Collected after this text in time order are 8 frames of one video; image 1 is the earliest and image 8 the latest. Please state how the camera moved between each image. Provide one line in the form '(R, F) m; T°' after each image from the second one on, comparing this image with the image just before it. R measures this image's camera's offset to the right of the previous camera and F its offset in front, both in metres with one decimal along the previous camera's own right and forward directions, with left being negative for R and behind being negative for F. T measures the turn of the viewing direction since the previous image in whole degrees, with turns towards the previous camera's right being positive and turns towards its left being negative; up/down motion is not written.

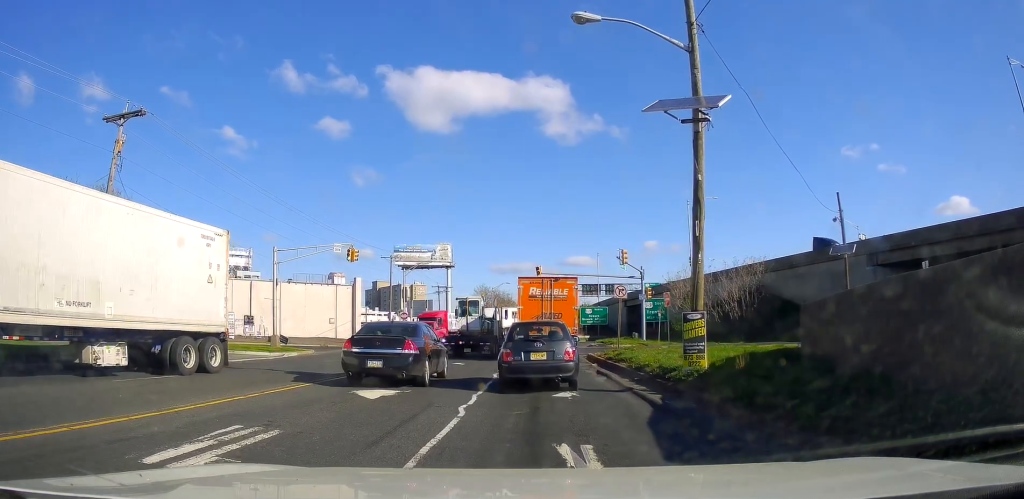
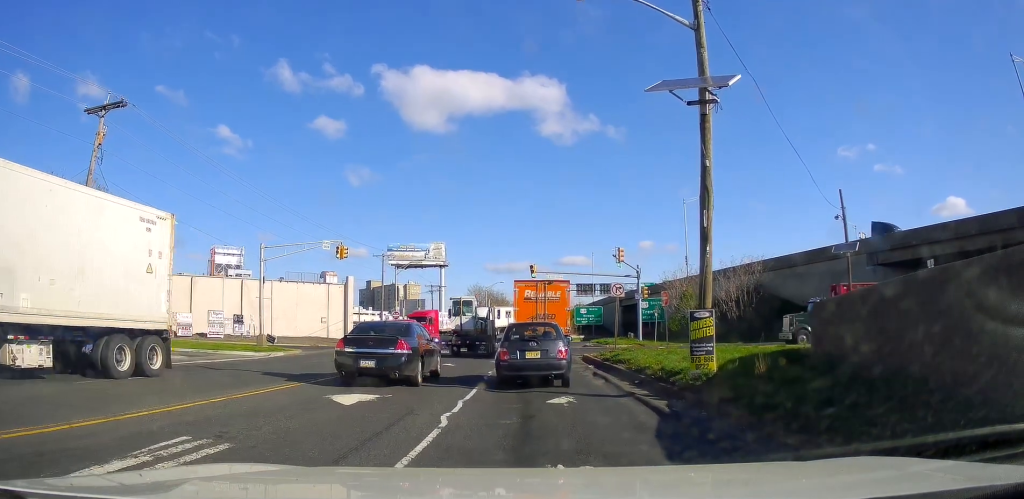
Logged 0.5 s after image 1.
(-0.1, +1.0) m; -1°
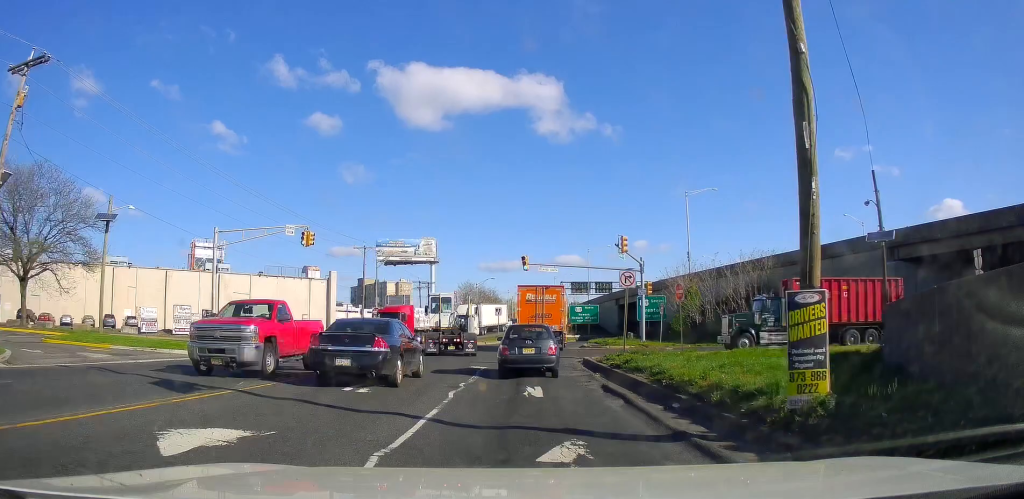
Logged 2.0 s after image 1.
(+0.2, +4.7) m; 0°
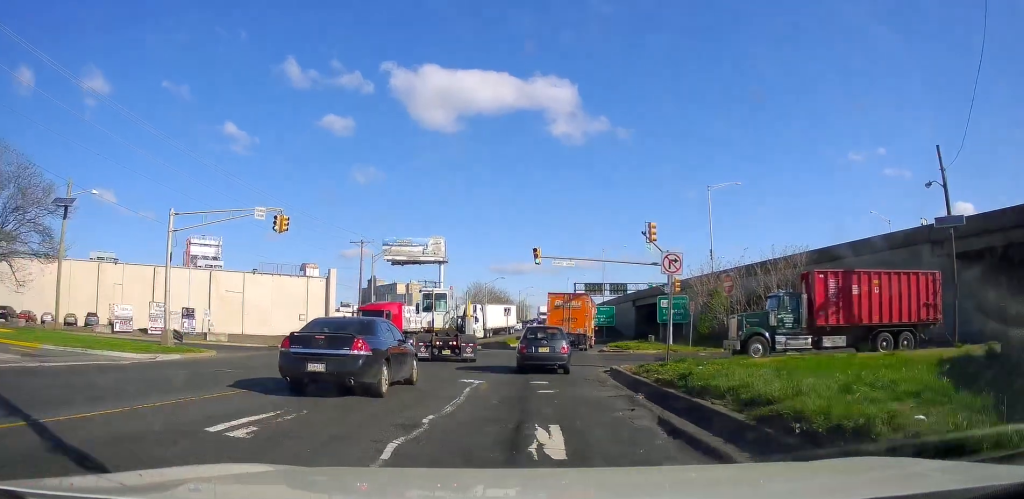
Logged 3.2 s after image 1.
(-0.2, +5.1) m; -4°
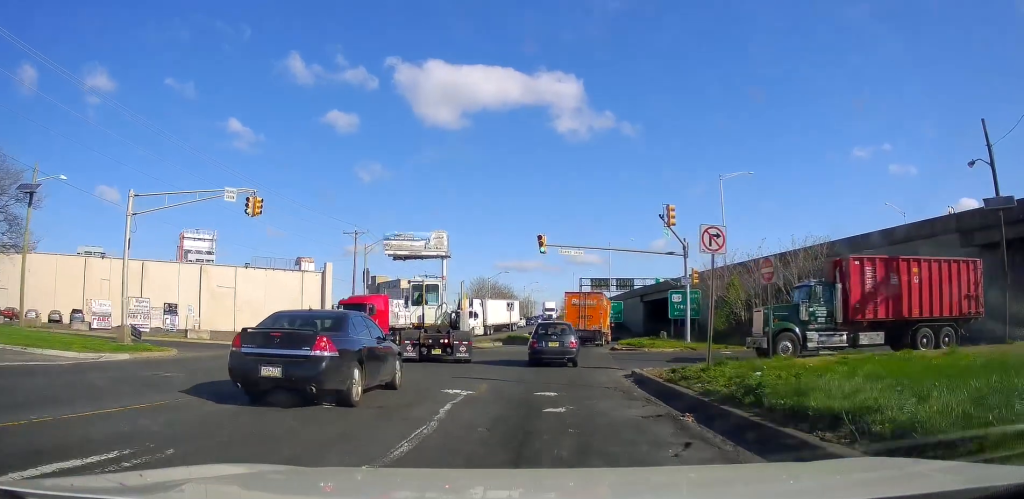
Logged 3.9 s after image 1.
(0.0, +3.3) m; +2°
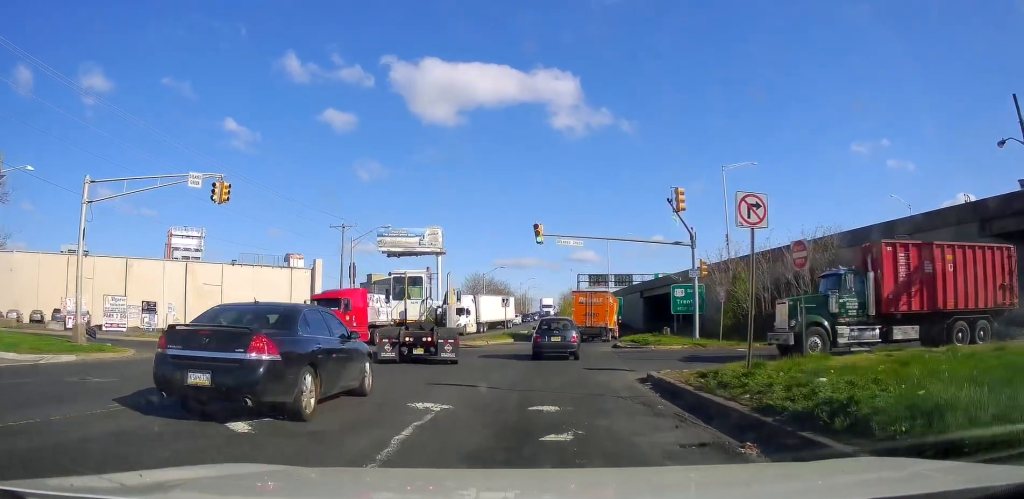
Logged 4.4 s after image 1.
(-0.1, +2.6) m; +3°
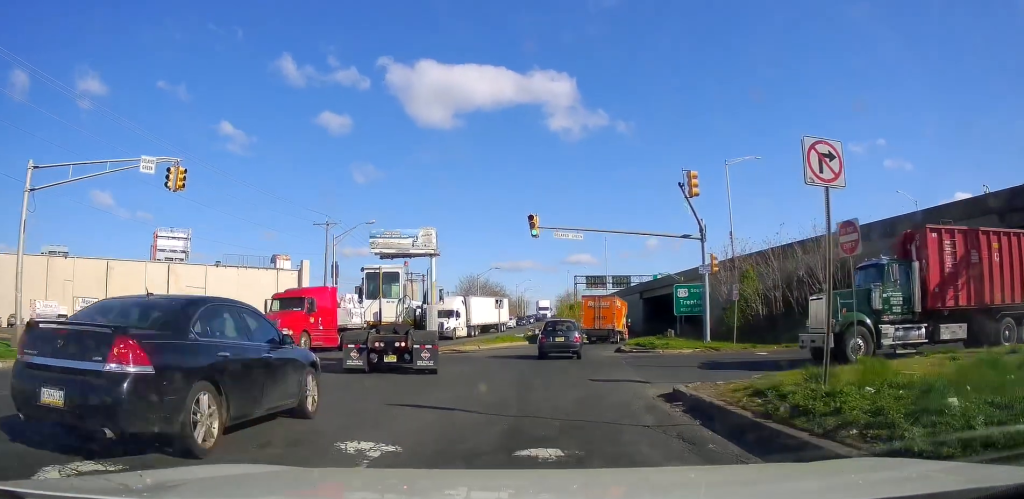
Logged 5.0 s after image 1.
(+0.2, +3.1) m; 0°
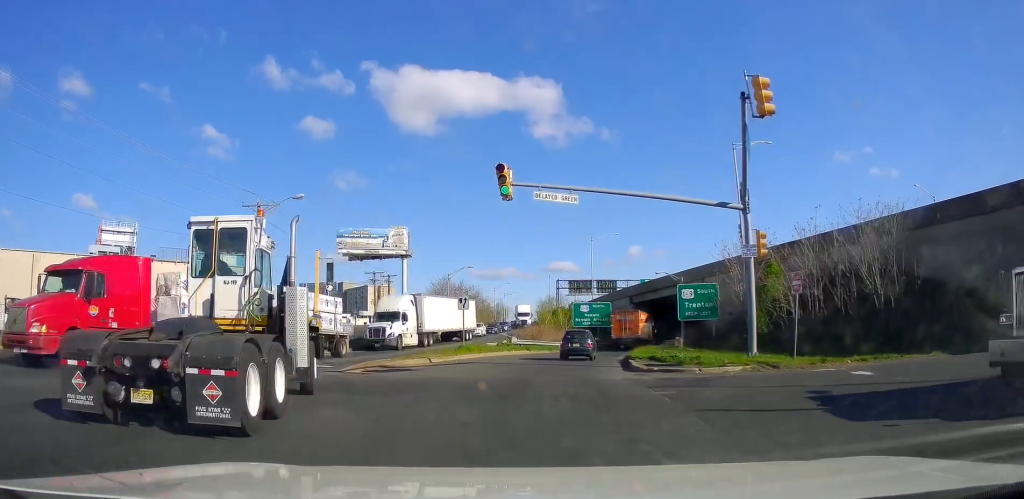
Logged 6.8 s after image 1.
(-0.4, +9.8) m; -1°
